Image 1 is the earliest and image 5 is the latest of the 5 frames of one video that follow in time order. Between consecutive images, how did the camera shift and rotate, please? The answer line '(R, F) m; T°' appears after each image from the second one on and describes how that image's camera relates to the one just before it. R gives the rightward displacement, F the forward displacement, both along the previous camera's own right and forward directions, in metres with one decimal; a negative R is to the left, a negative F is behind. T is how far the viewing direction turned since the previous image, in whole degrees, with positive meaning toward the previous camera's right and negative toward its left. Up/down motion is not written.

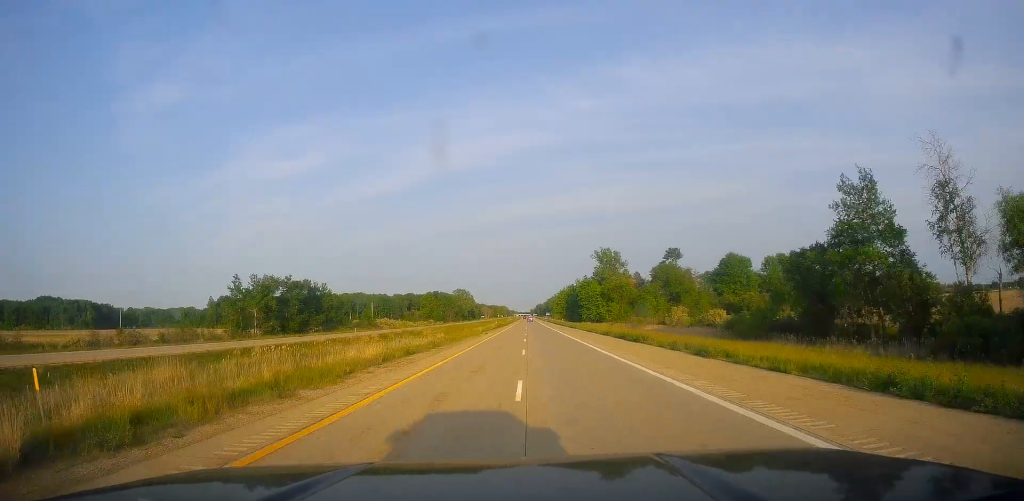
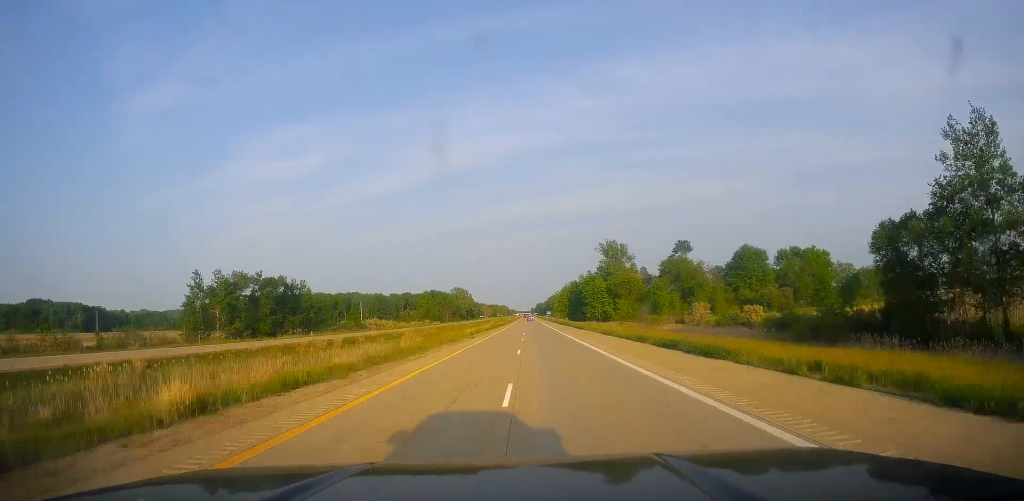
(+0.1, +15.6) m; 0°
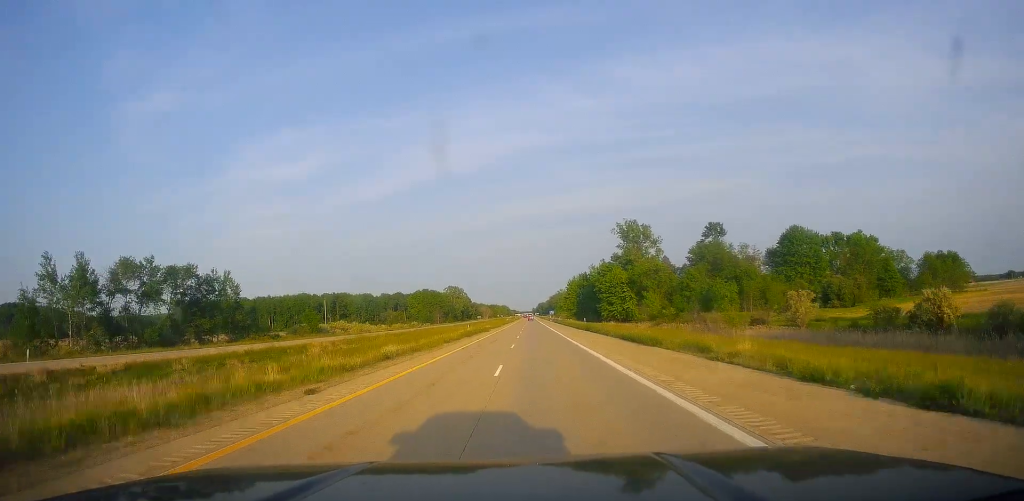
(-0.1, +39.6) m; 0°
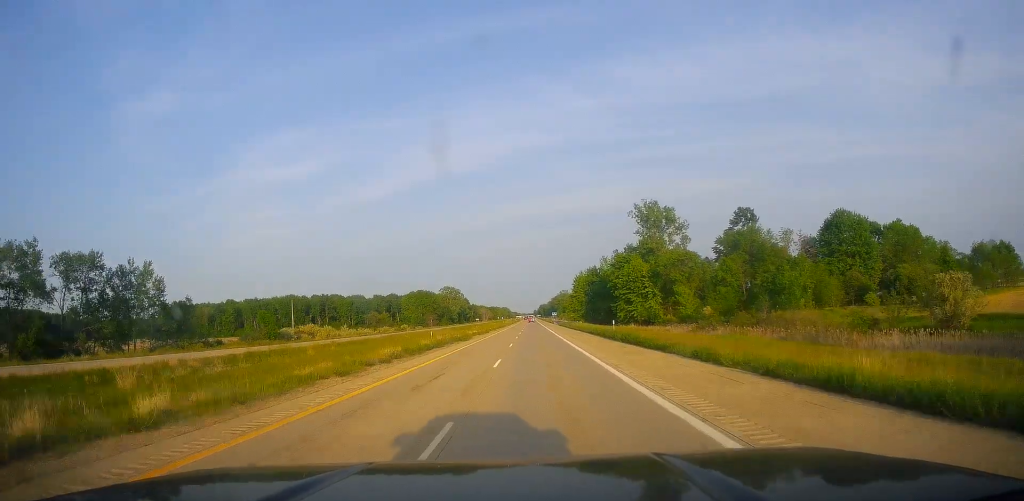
(-0.2, +26.4) m; 0°
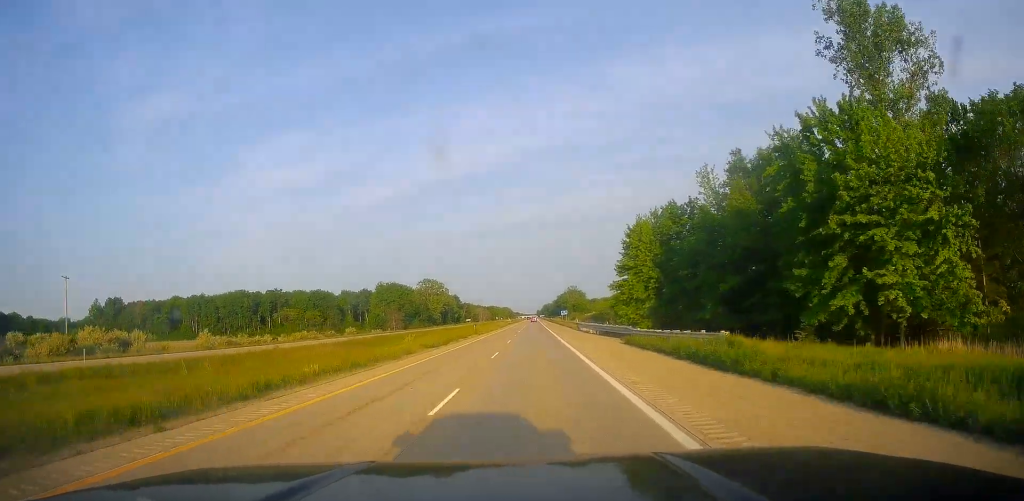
(-0.8, +86.4) m; -1°
